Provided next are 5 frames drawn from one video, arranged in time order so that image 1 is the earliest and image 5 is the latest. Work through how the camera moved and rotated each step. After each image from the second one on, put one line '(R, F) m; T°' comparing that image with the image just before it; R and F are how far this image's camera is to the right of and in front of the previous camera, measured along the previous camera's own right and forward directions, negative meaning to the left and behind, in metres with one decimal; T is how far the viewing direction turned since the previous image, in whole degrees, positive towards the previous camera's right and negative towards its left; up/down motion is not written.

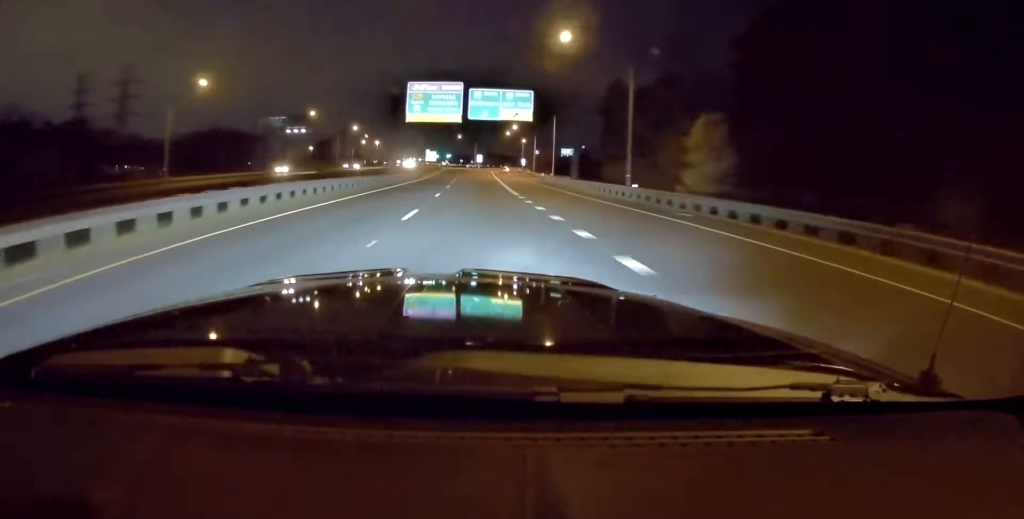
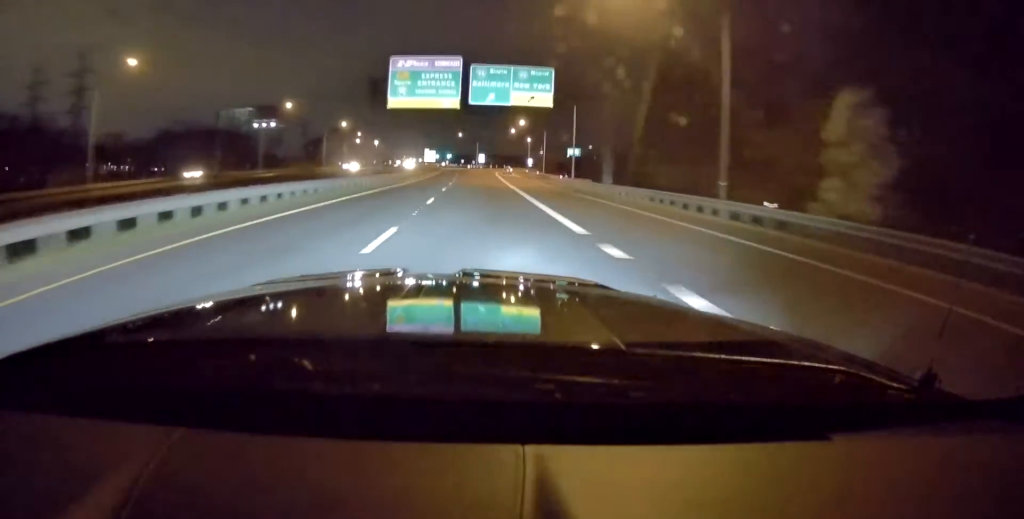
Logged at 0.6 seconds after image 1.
(0.0, +17.5) m; -1°
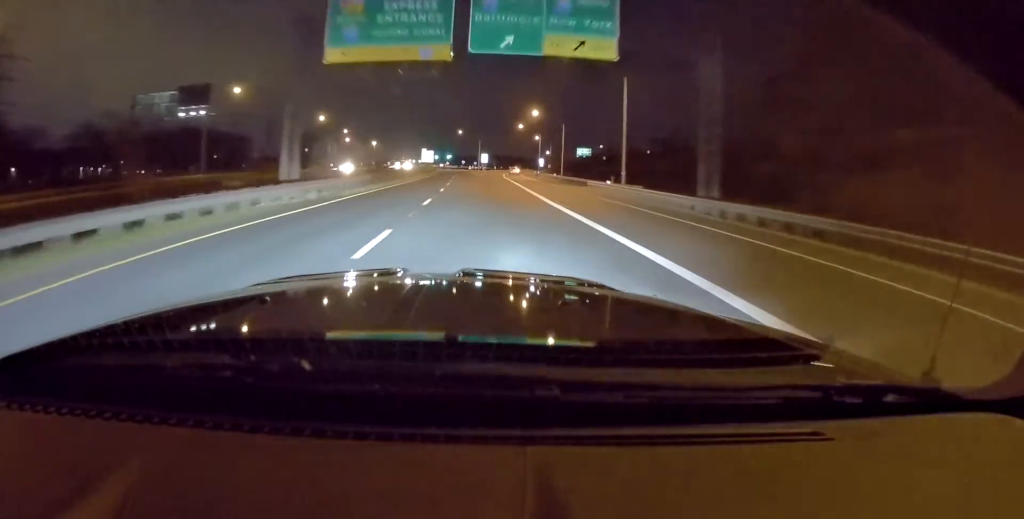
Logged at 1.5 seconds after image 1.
(-0.3, +24.5) m; 0°
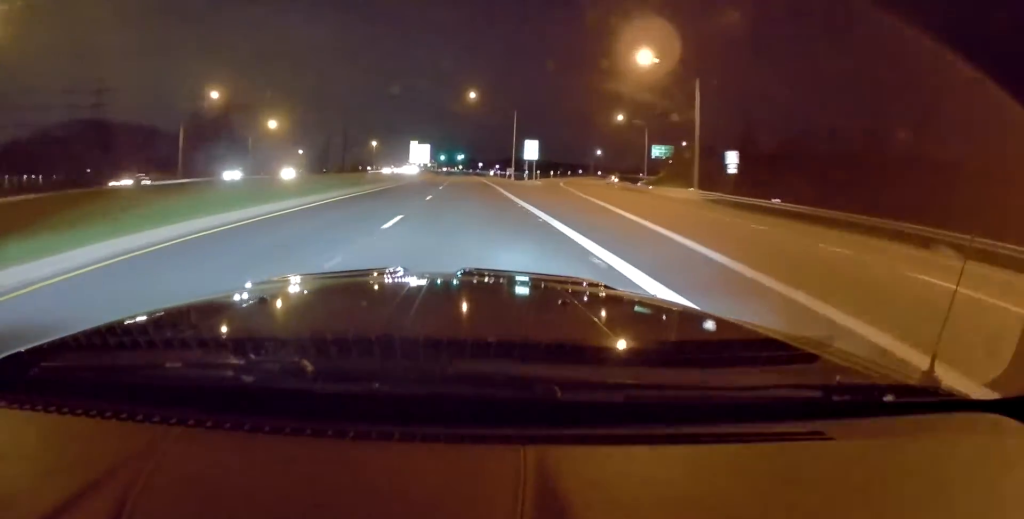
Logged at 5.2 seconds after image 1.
(-0.6, +103.8) m; -1°
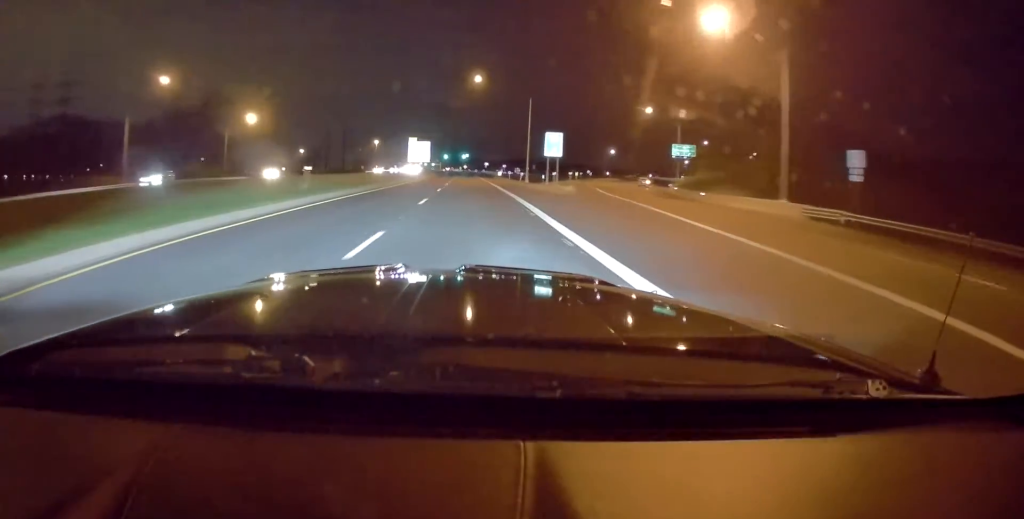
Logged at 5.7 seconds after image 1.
(+0.1, +15.1) m; 0°
